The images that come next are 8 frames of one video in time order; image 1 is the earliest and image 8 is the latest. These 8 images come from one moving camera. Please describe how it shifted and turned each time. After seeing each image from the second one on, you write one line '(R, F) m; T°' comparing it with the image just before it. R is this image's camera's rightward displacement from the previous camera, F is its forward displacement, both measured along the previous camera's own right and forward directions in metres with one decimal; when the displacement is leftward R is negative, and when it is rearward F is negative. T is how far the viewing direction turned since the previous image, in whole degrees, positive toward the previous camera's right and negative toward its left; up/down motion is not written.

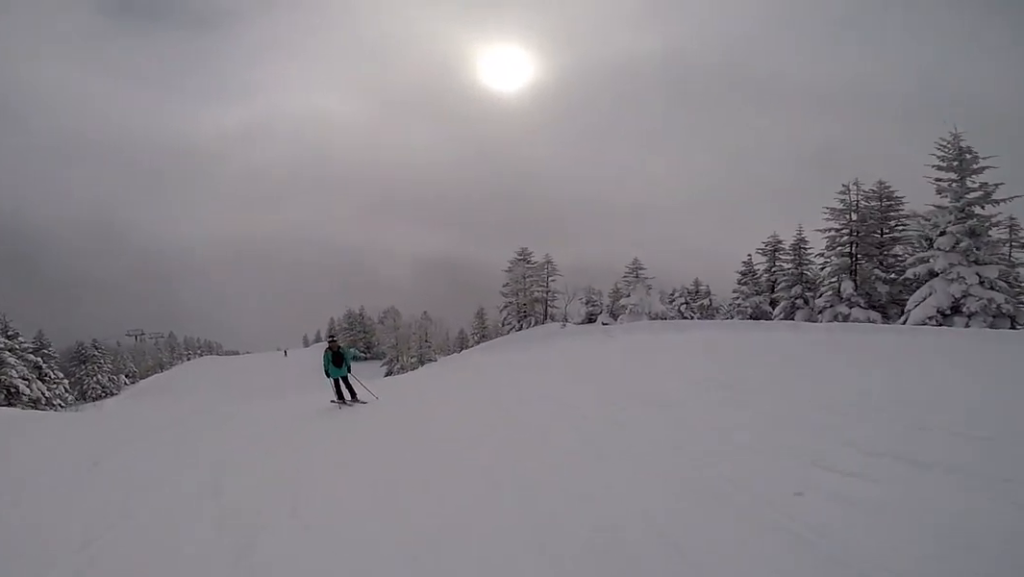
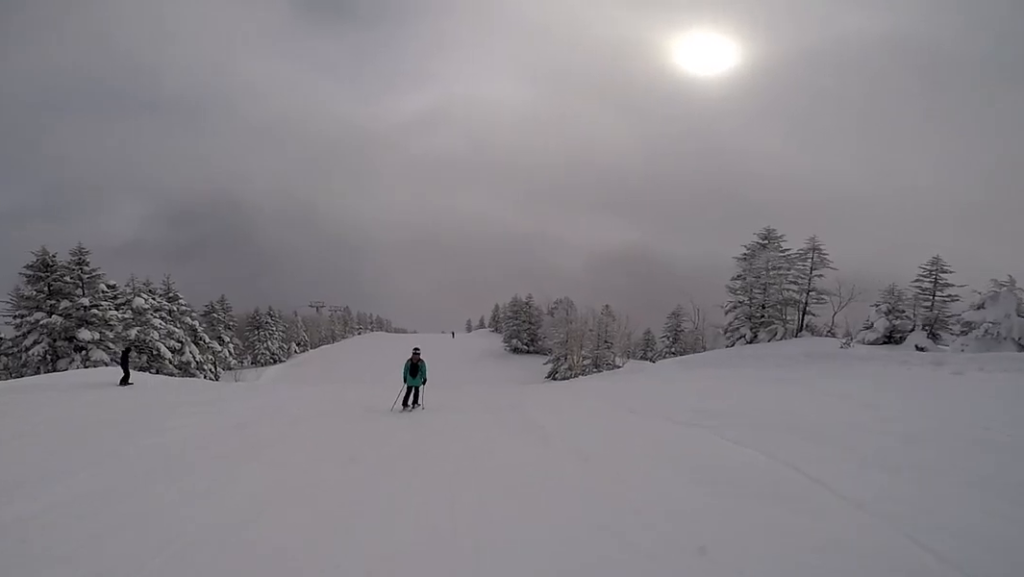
(-1.4, +6.0) m; -15°
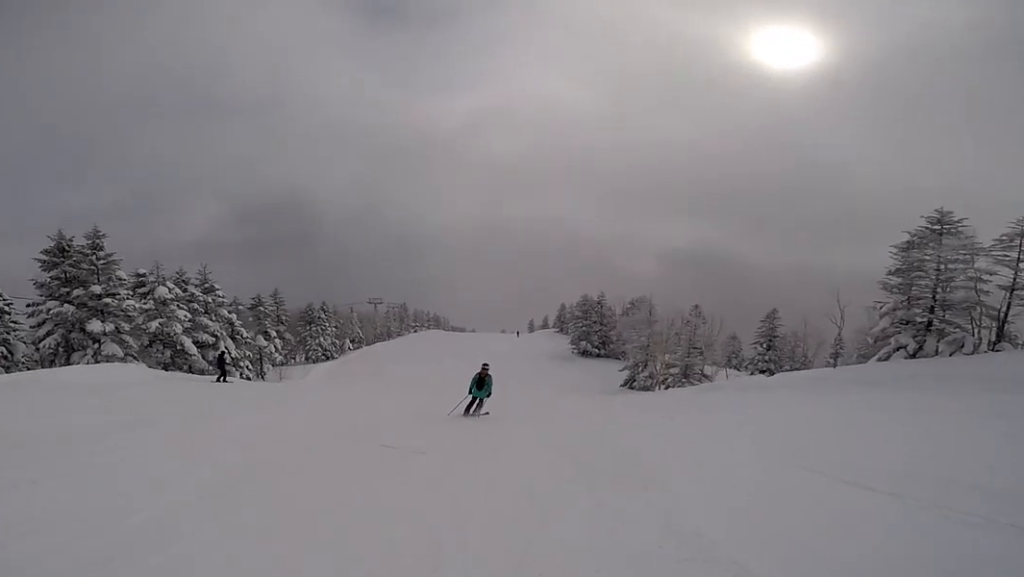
(-0.2, +4.4) m; -1°
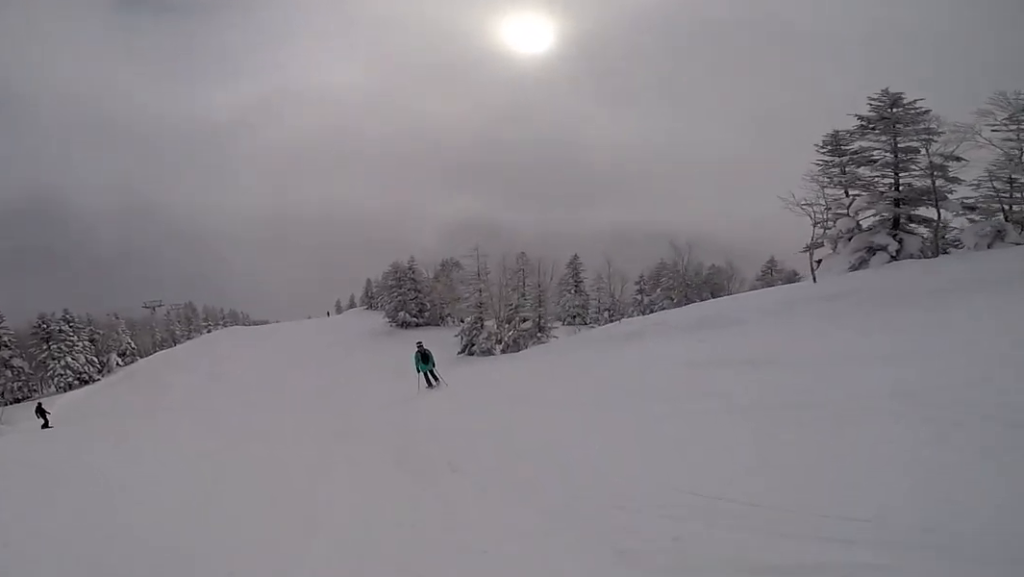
(+0.2, +9.6) m; +5°
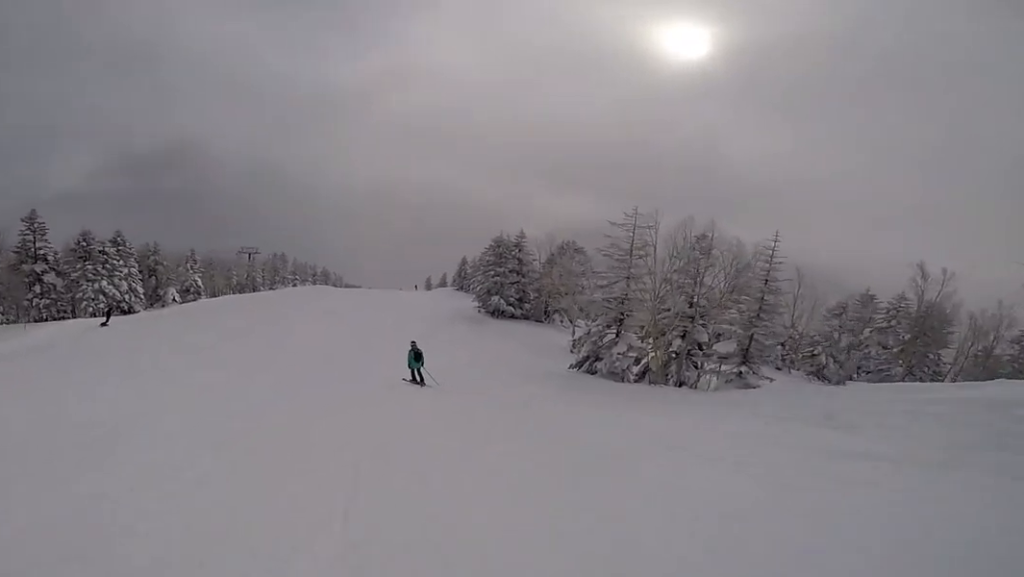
(+1.0, +11.3) m; 0°
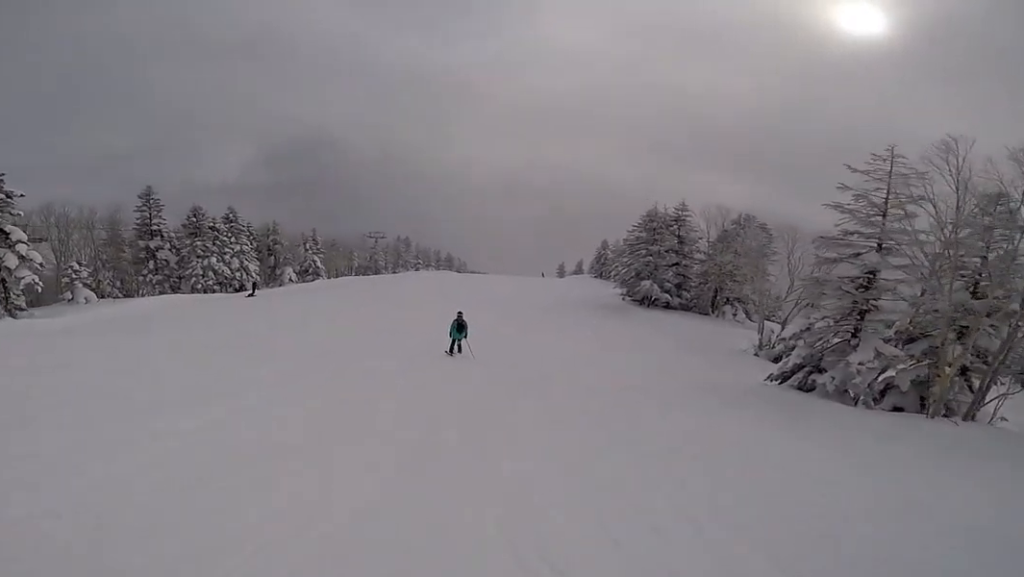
(+0.2, +5.5) m; -10°
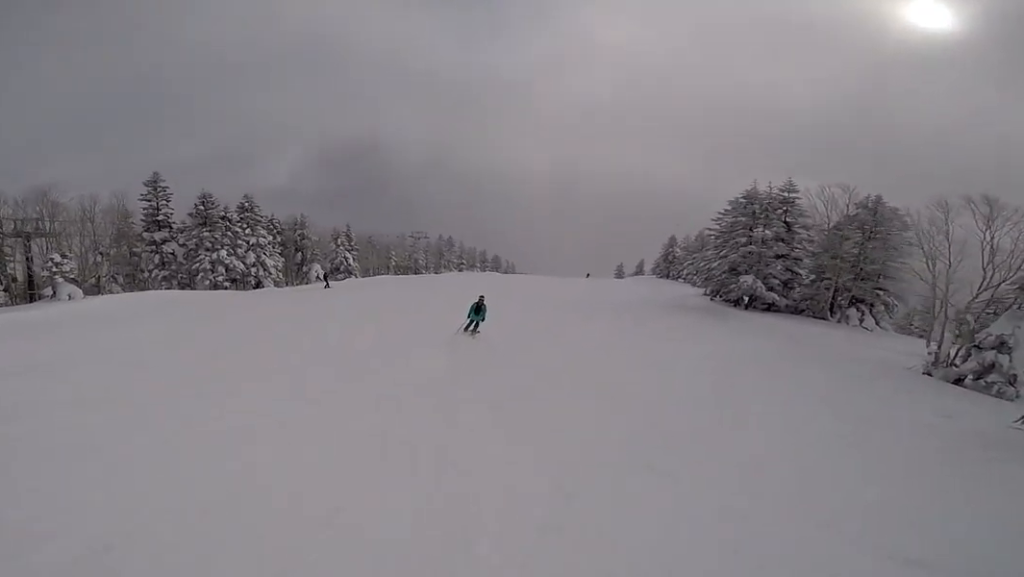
(-1.2, +6.1) m; -16°
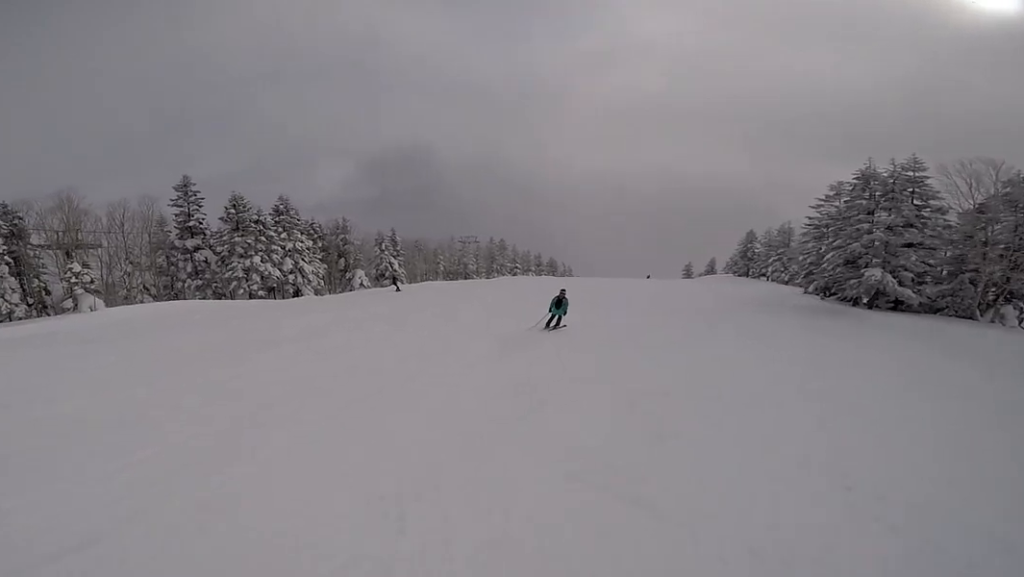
(-0.4, +3.6) m; -6°
